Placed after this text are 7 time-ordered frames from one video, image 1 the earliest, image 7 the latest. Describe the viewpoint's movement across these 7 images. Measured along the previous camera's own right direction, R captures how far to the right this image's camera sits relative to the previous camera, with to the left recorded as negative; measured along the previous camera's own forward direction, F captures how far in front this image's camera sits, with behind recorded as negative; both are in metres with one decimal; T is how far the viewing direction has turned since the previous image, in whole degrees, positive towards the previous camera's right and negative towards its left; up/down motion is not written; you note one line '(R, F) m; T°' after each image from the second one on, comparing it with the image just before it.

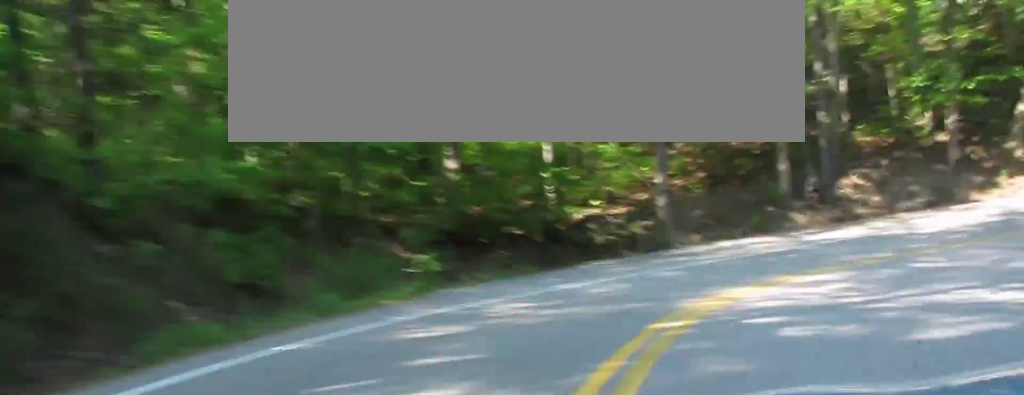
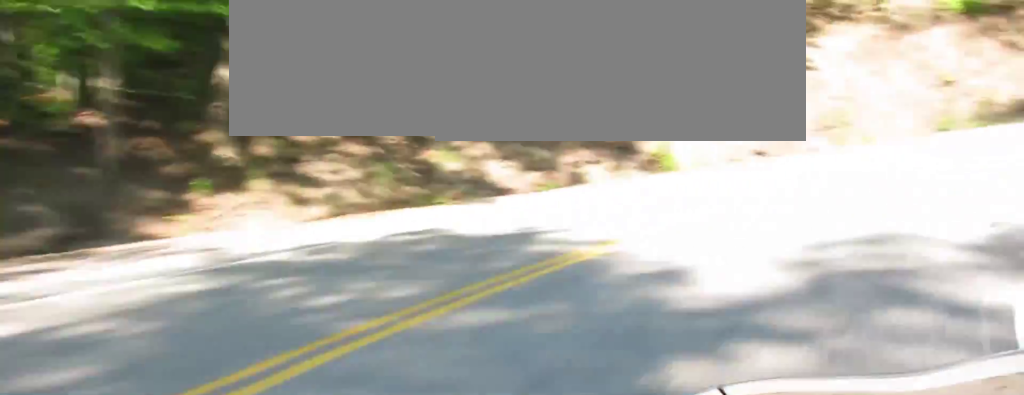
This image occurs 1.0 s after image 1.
(+1.2, +10.5) m; +19°
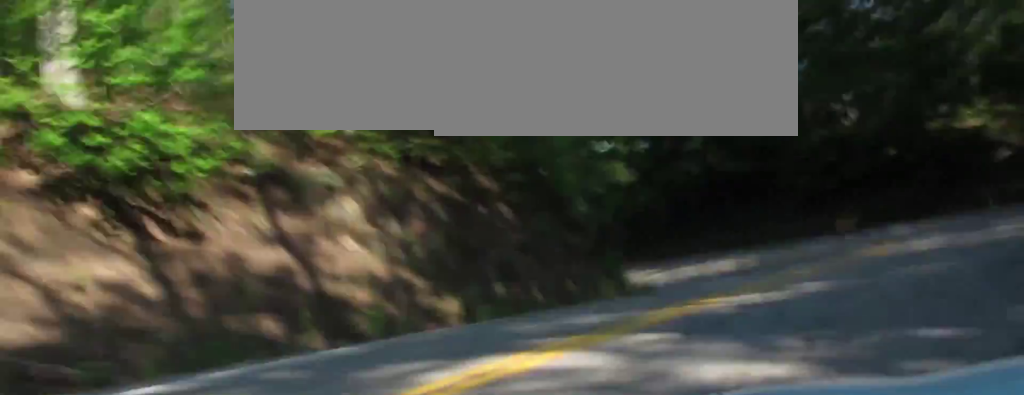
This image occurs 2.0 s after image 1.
(+2.0, +8.2) m; +21°
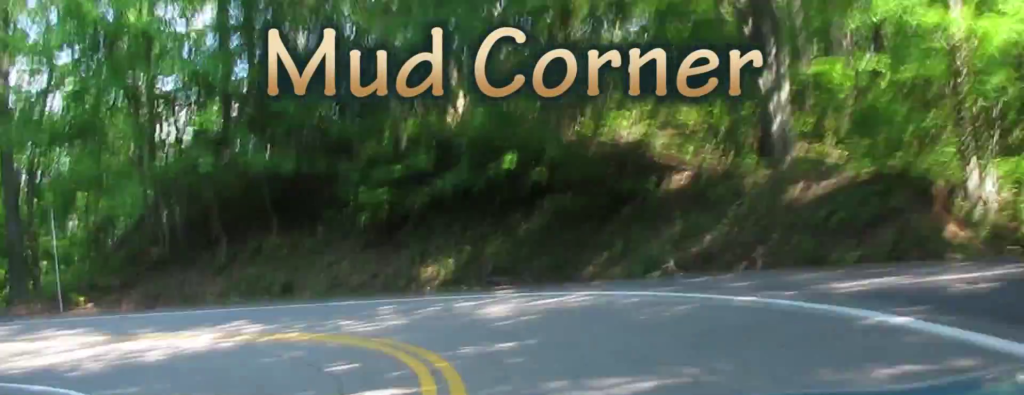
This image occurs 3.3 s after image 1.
(+1.5, +13.7) m; 0°
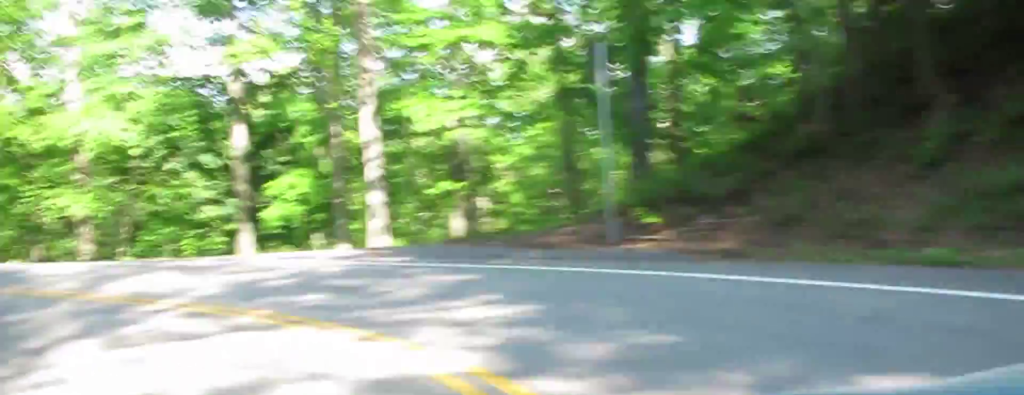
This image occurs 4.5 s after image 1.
(-4.5, +15.3) m; -49°
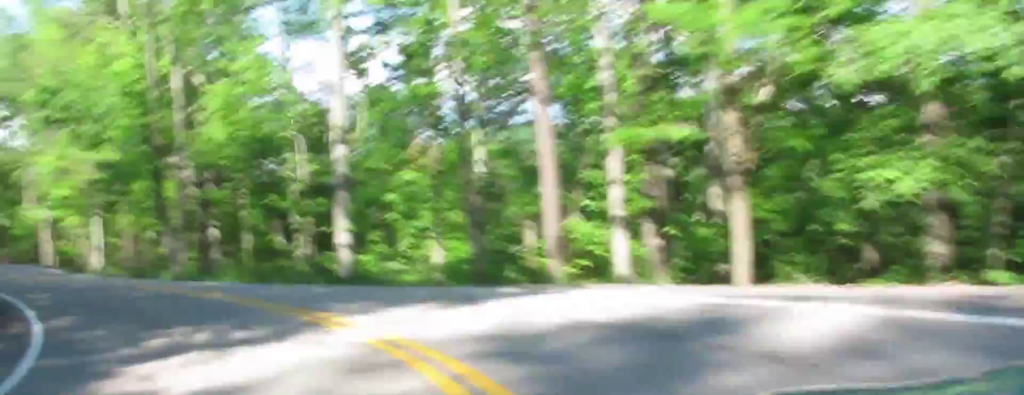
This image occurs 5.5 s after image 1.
(-9.2, +18.5) m; -33°
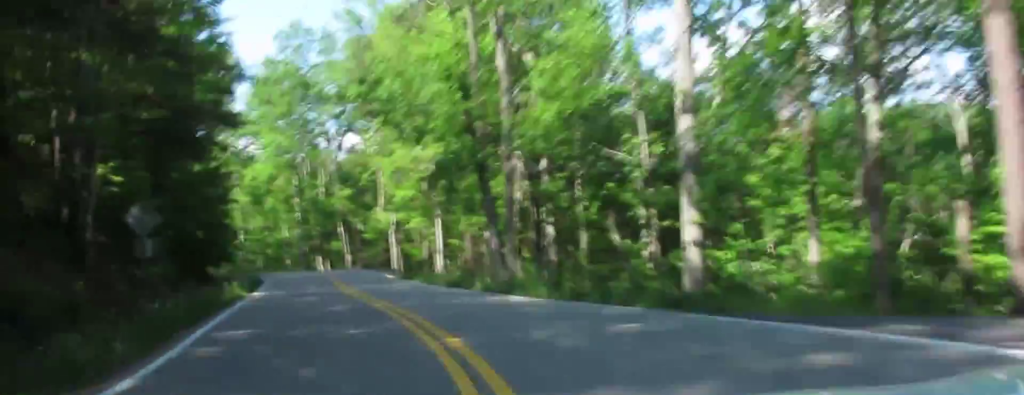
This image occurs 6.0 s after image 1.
(-1.5, +15.4) m; -6°
